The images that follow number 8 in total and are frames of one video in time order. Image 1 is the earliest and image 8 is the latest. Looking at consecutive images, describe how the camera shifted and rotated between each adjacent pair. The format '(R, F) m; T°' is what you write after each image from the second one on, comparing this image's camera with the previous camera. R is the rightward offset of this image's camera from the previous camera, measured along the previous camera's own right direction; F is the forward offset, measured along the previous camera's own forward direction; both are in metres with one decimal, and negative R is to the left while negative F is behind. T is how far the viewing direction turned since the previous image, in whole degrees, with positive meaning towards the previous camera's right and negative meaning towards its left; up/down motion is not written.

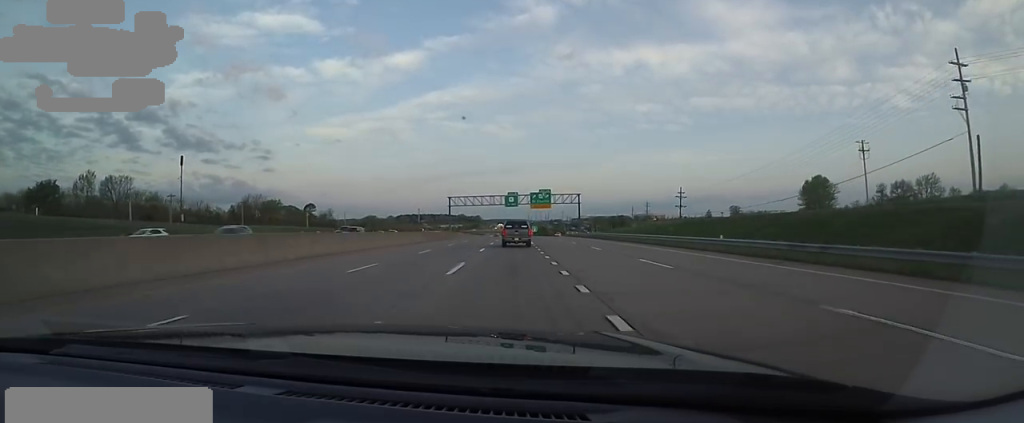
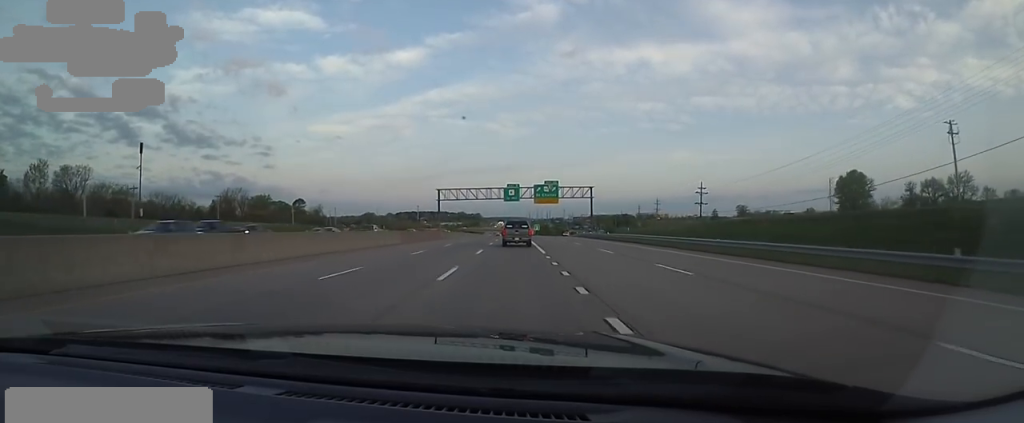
(-0.1, +14.9) m; 0°
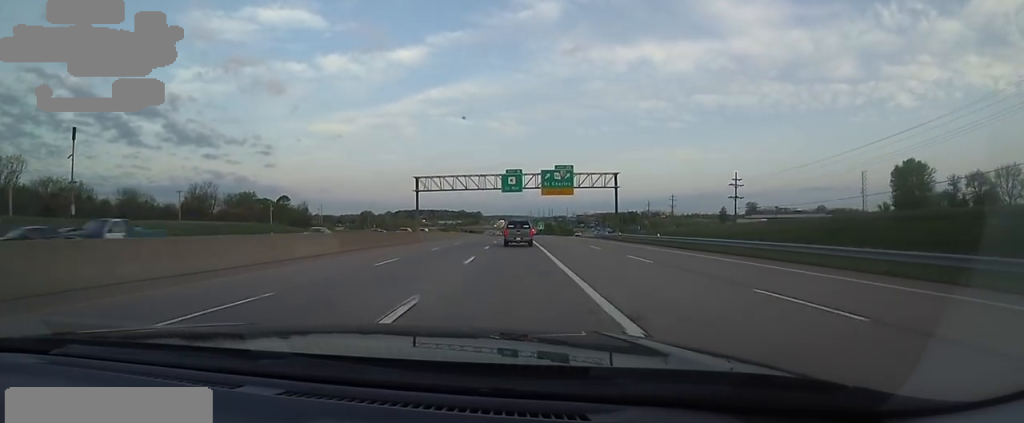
(+0.2, +19.4) m; 0°
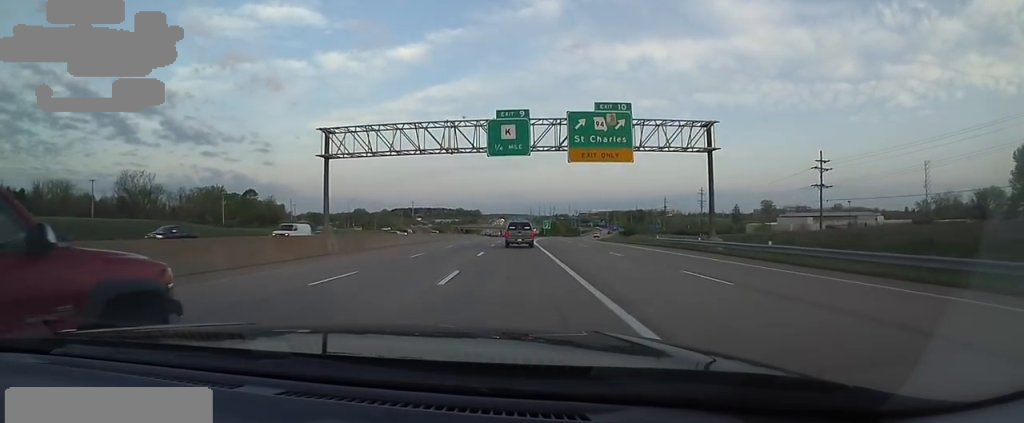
(+0.1, +31.3) m; 0°
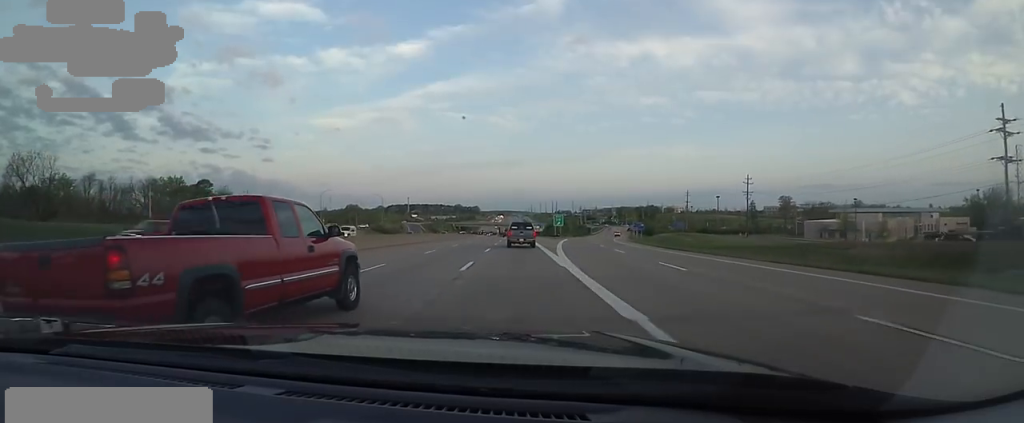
(0.0, +33.2) m; +1°
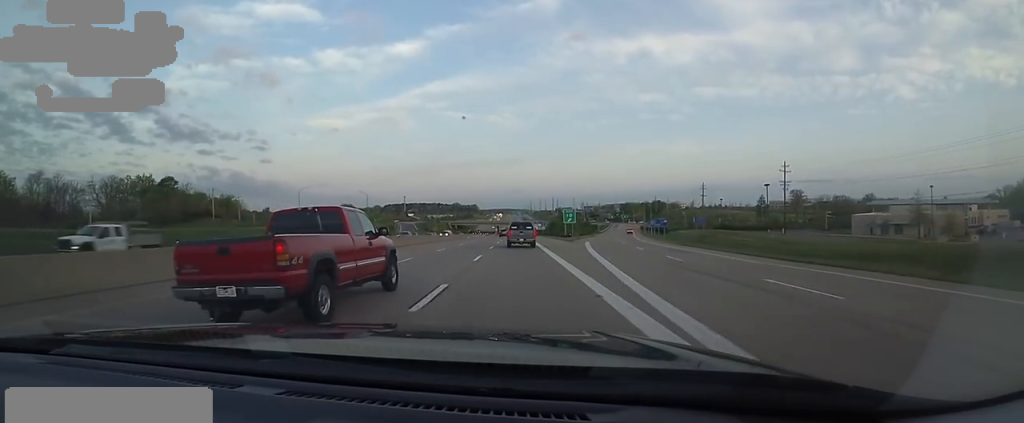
(-0.1, +19.6) m; +2°
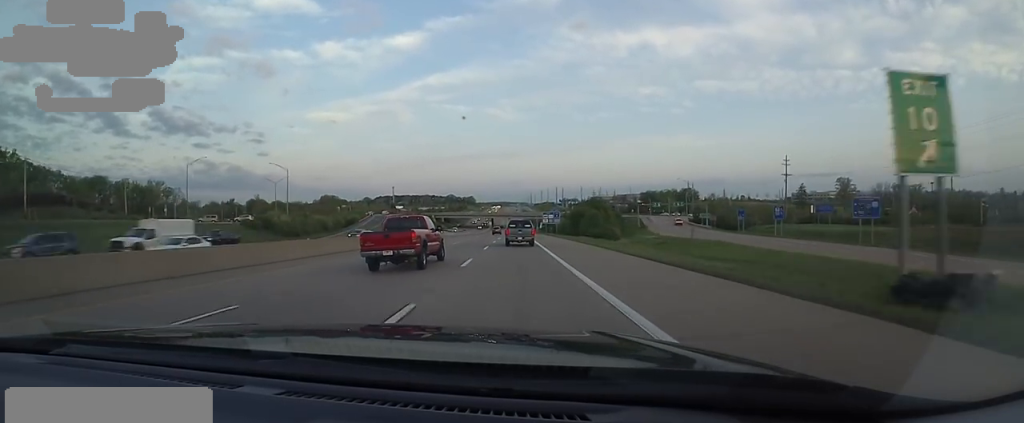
(-1.4, +65.5) m; -3°
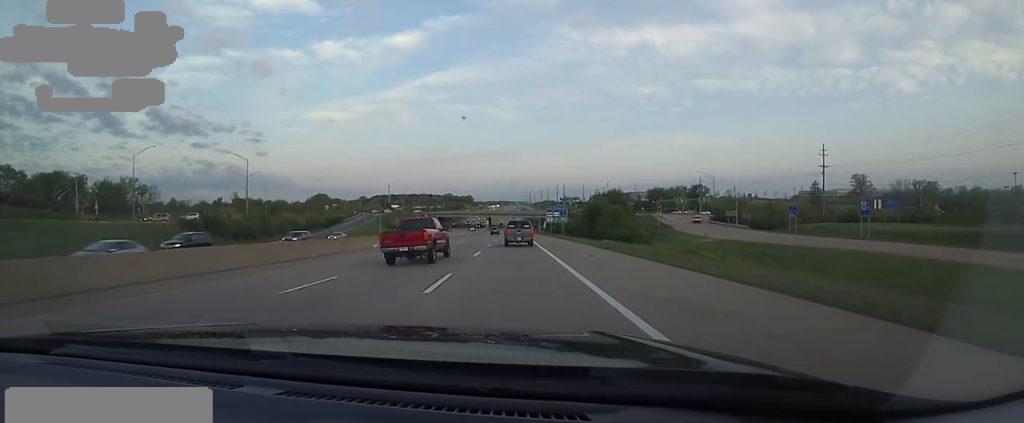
(+0.7, +18.5) m; +1°
